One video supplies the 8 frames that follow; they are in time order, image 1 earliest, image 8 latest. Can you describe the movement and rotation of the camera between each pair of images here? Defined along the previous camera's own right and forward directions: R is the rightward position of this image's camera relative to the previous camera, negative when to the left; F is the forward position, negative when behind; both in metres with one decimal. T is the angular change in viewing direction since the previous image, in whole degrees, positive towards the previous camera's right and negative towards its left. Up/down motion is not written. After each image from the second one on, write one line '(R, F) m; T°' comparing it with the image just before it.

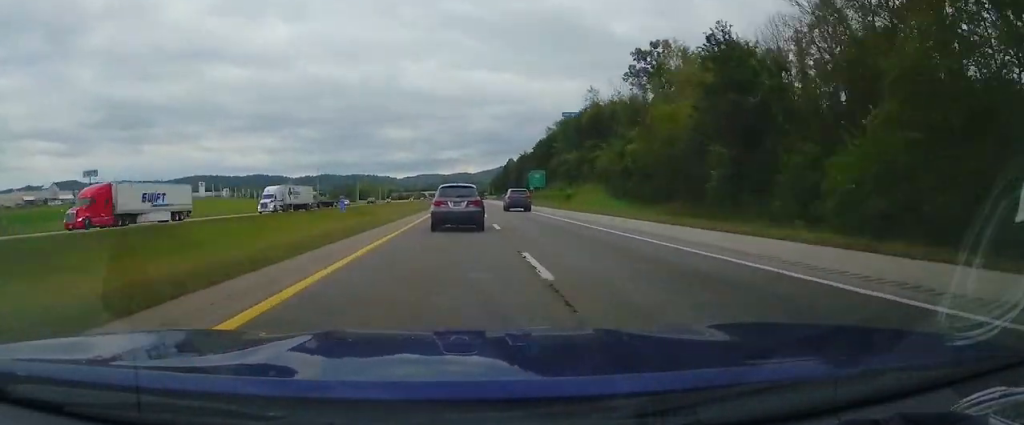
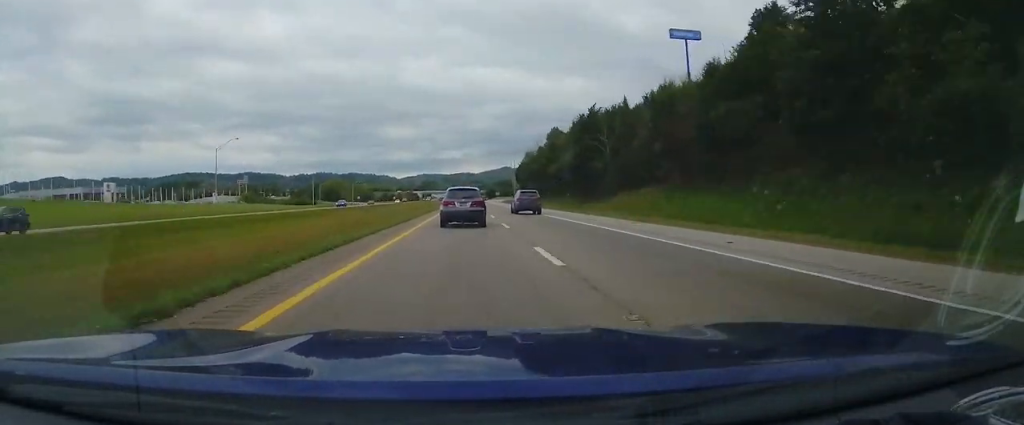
(-0.2, +149.8) m; 0°
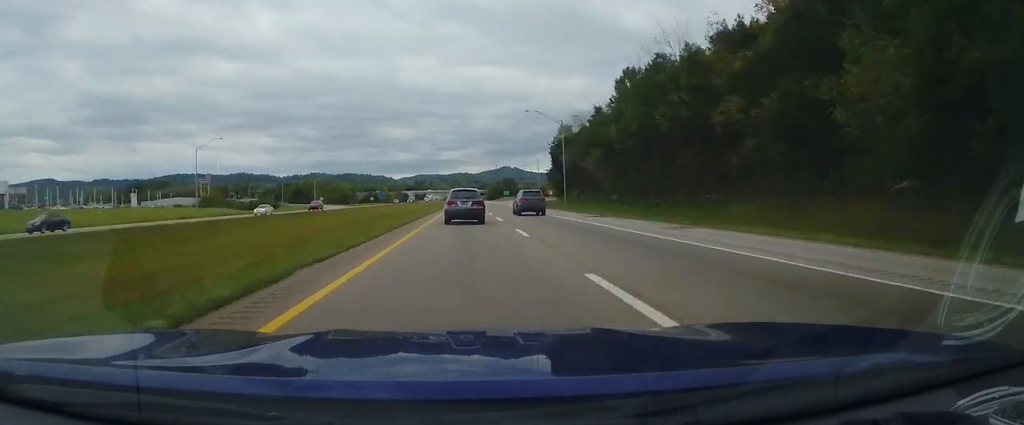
(+0.2, +79.8) m; 0°
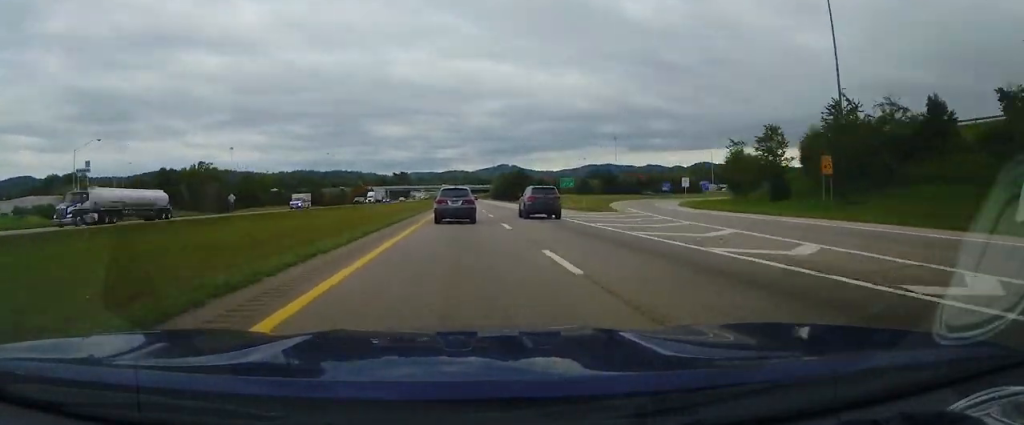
(+0.3, +155.8) m; 0°
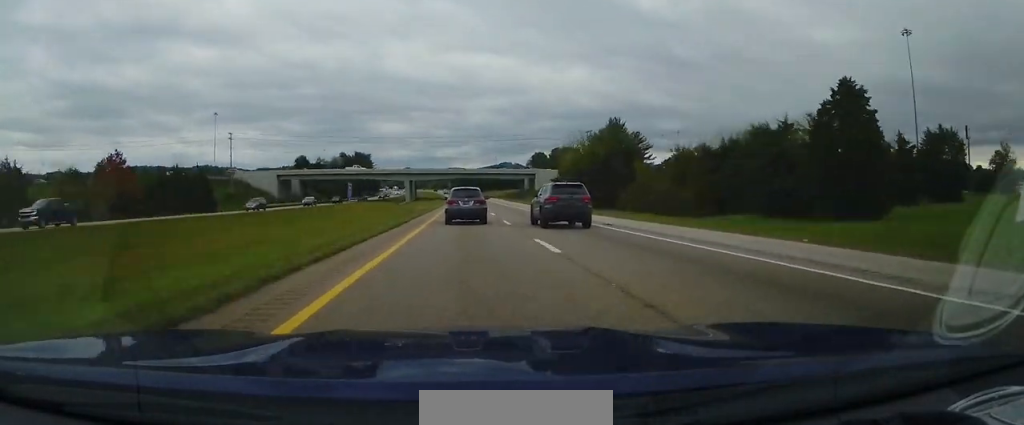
(-0.3, +203.4) m; -1°
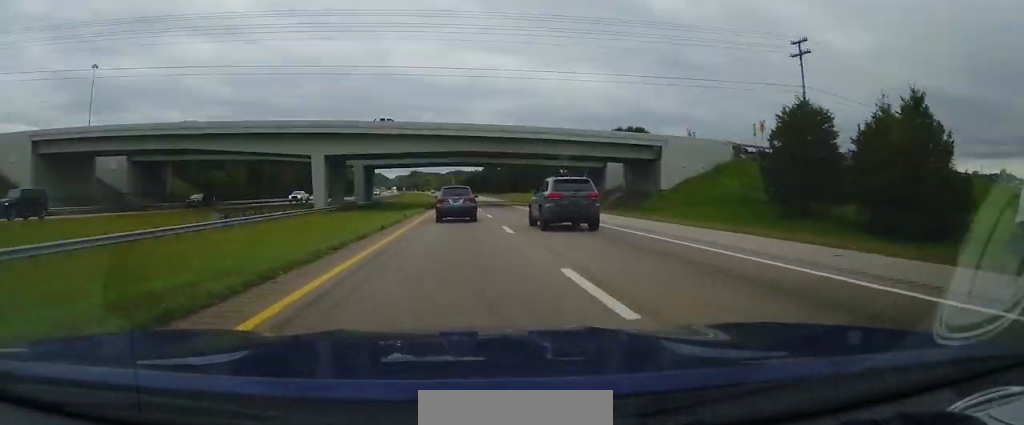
(-0.8, +92.0) m; -1°
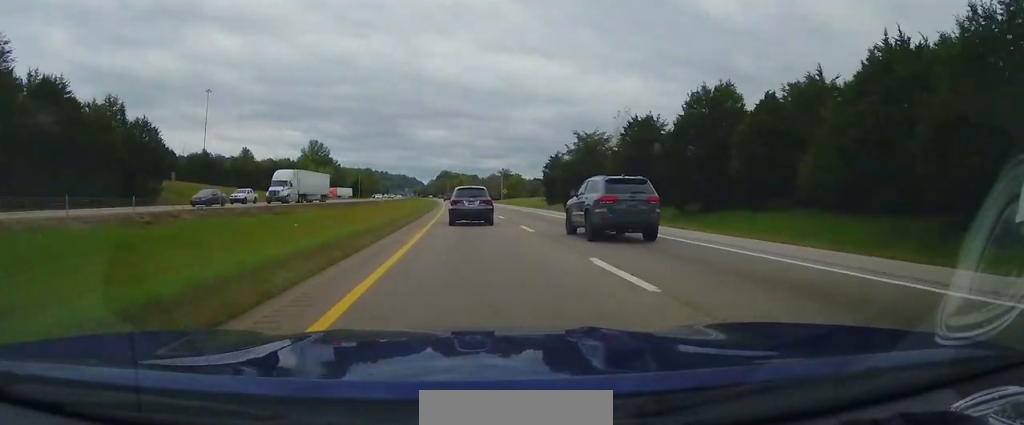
(-6.5, +181.1) m; -4°
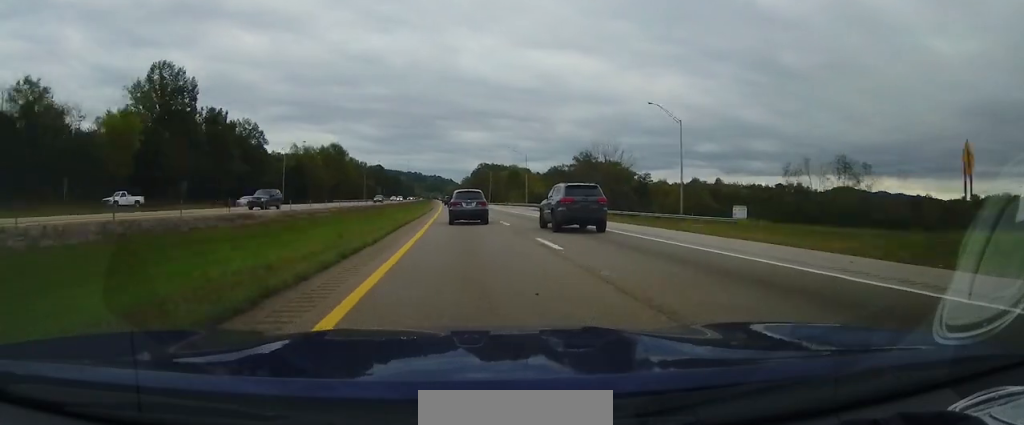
(-5.4, +166.3) m; -3°
